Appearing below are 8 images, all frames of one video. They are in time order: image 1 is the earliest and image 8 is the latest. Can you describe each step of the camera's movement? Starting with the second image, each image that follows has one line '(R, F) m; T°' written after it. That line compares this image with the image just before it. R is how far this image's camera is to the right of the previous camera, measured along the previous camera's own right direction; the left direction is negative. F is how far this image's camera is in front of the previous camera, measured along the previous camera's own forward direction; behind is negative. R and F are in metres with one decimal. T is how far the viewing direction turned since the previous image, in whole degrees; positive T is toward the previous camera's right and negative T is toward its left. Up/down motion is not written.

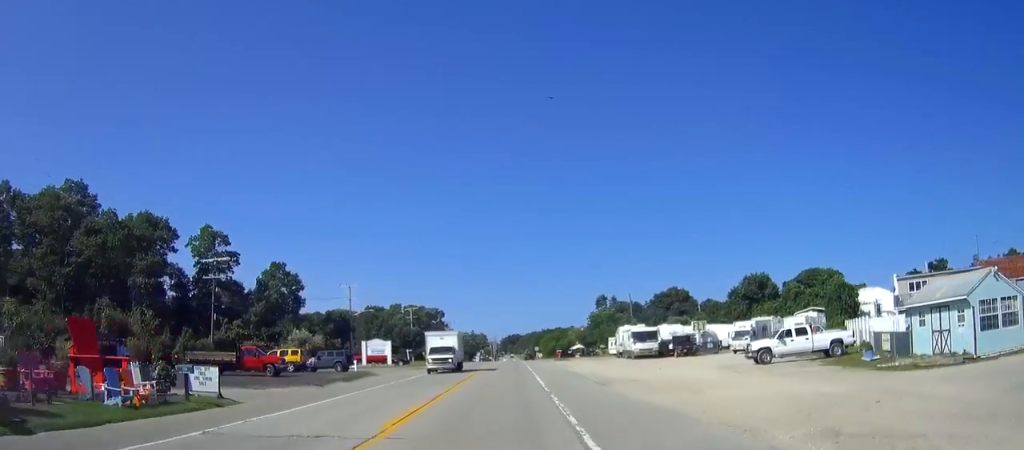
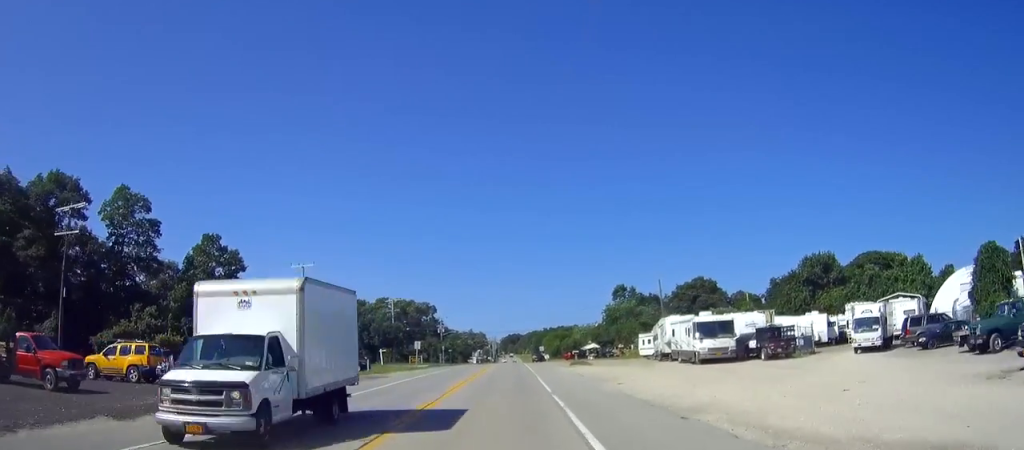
(0.0, +24.0) m; +1°
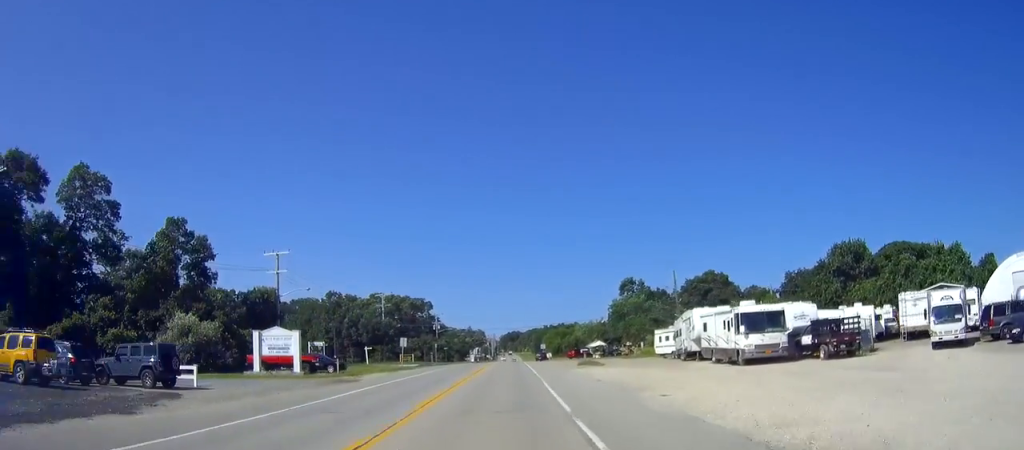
(-0.1, +9.0) m; 0°
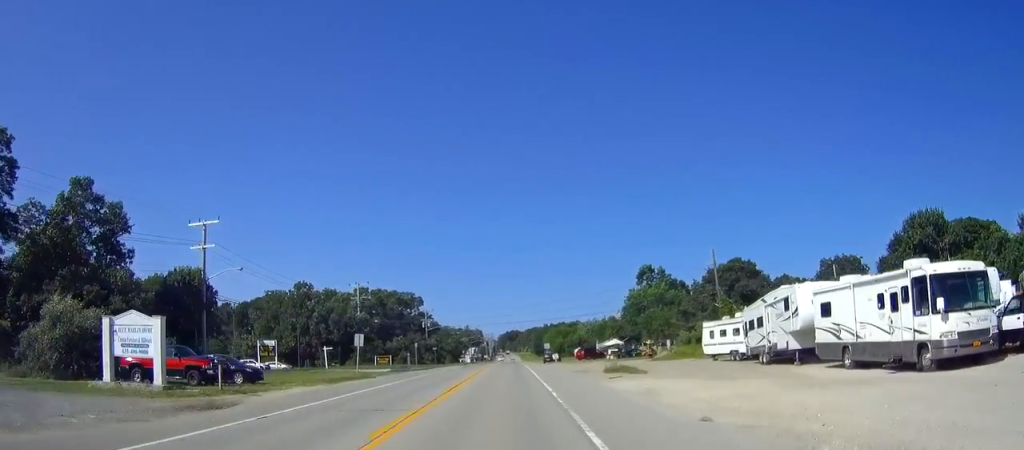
(+0.2, +18.4) m; +1°
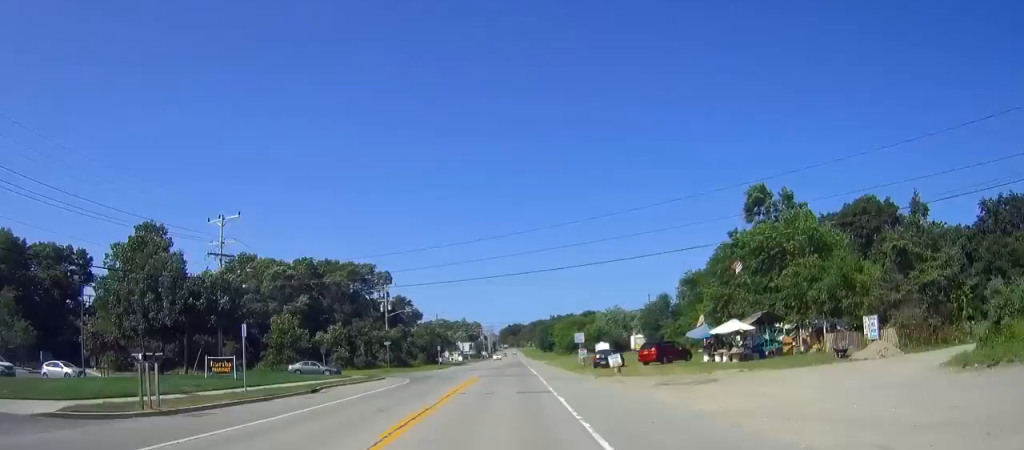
(+0.4, +50.5) m; 0°
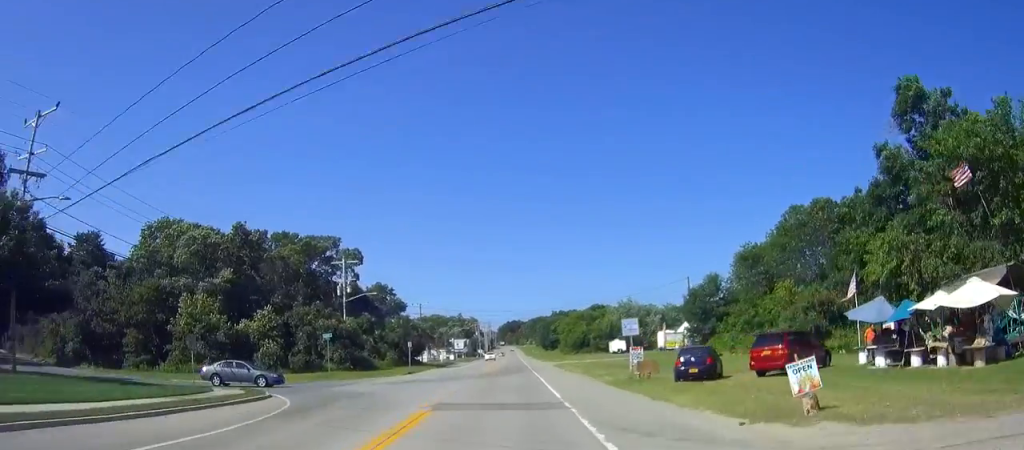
(-0.1, +25.1) m; -1°
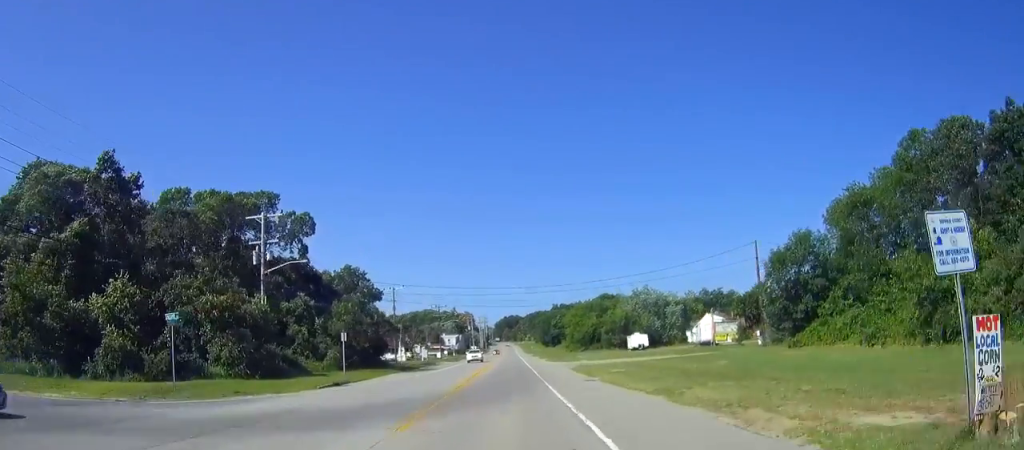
(-0.2, +24.7) m; 0°
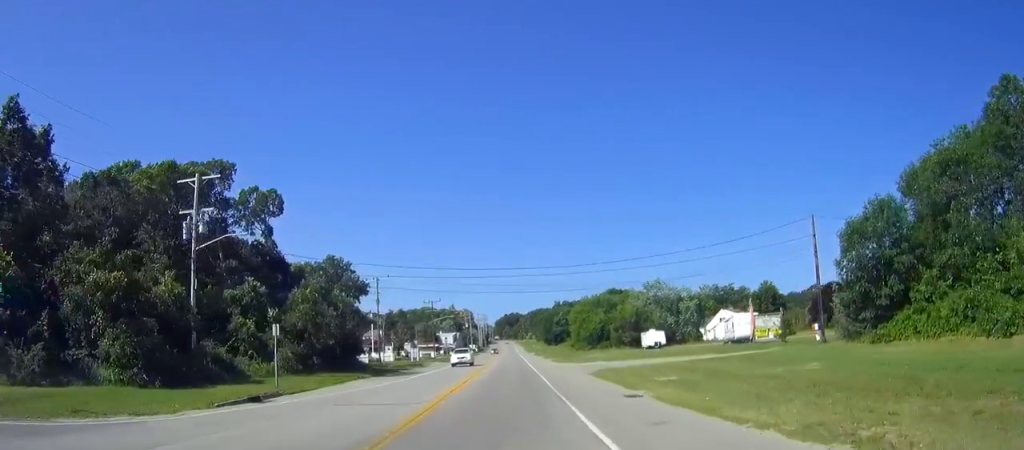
(0.0, +12.0) m; 0°
